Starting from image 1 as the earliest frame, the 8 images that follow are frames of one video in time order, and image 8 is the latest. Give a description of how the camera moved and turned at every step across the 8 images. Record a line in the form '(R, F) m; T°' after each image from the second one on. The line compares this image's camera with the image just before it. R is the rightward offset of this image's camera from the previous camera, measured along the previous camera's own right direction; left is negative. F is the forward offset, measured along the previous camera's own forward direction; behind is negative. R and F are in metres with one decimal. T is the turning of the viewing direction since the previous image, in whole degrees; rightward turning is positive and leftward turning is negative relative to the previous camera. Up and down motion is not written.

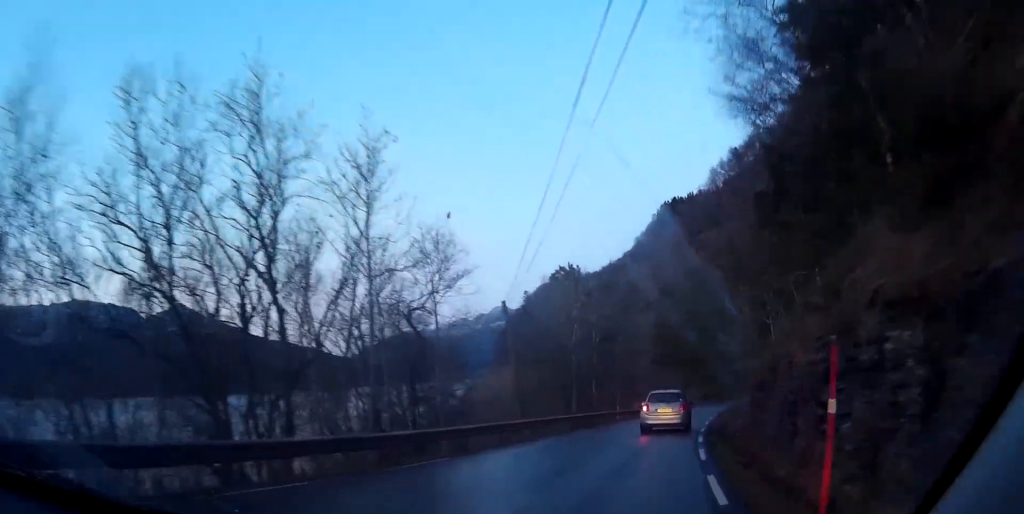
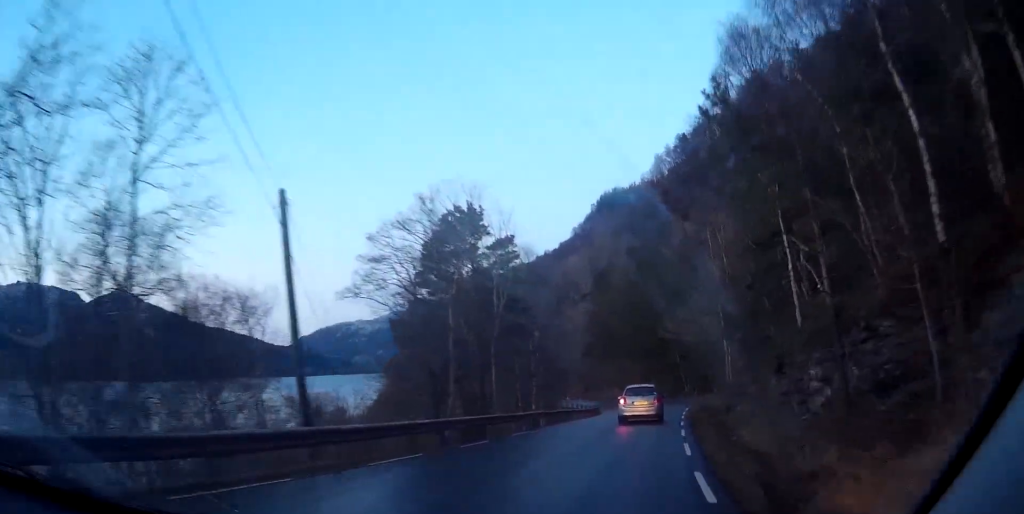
(+0.6, +18.1) m; +4°
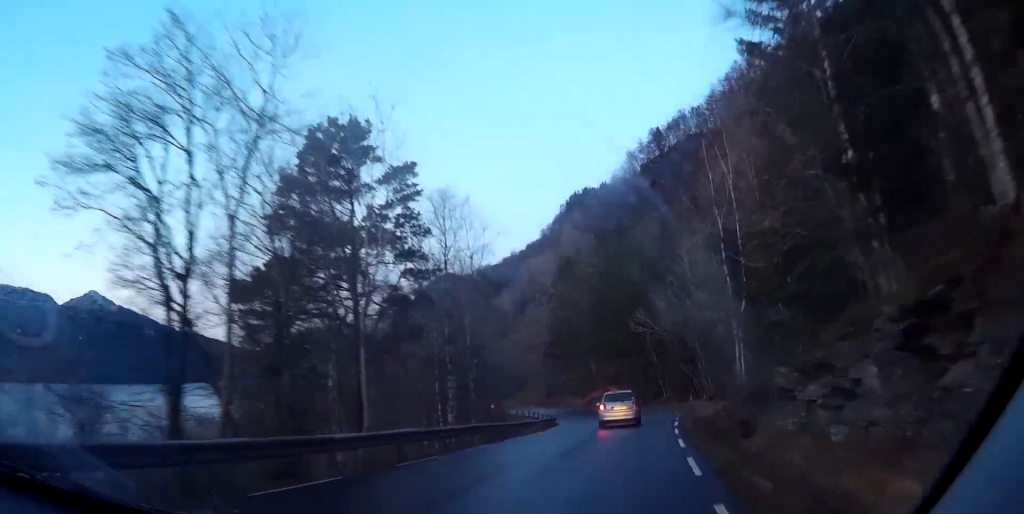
(+0.4, +15.4) m; +2°
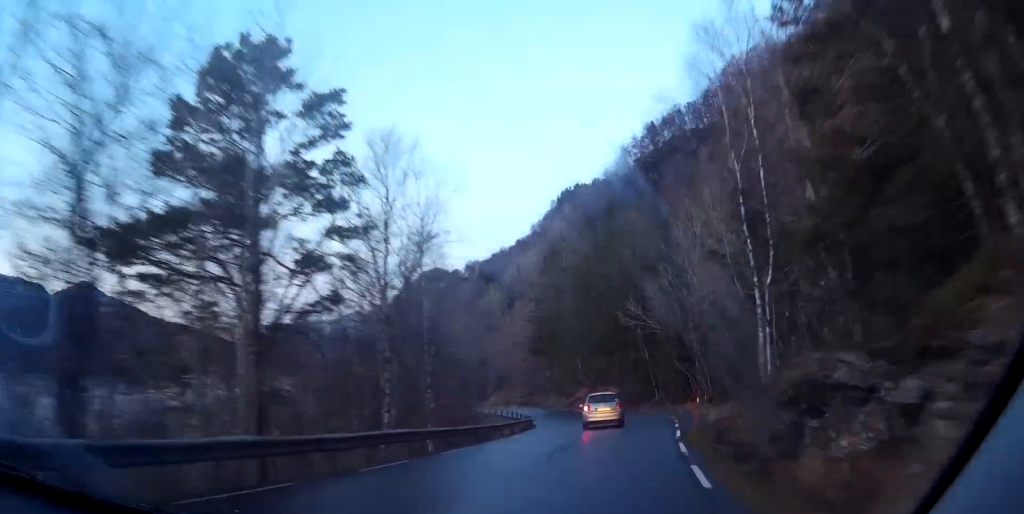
(0.0, +7.4) m; 0°
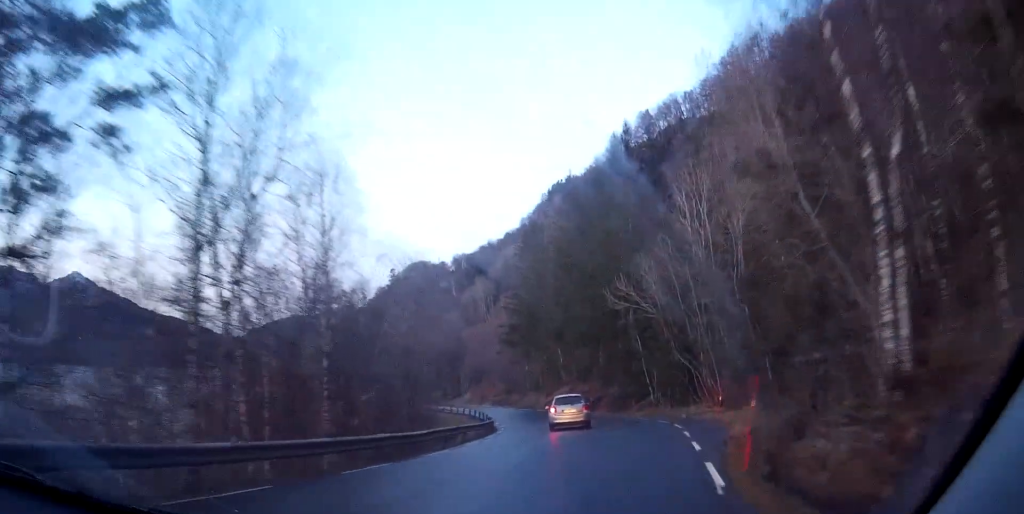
(+0.1, +11.7) m; 0°
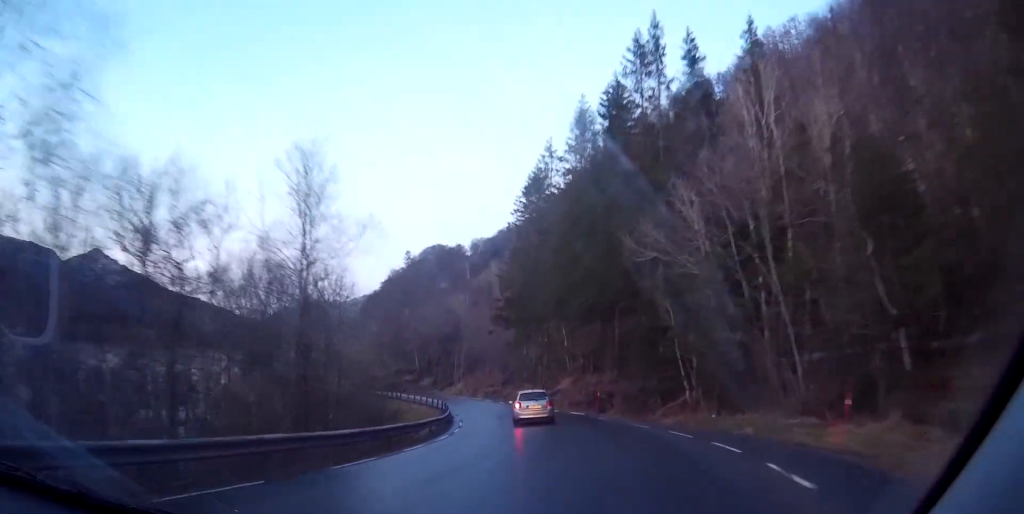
(-0.1, +17.3) m; -2°
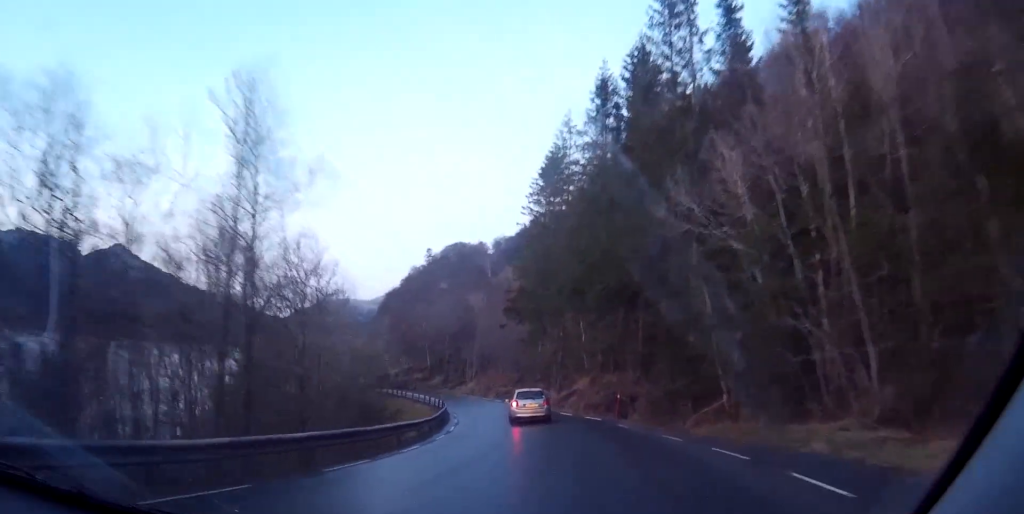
(0.0, +6.3) m; -1°
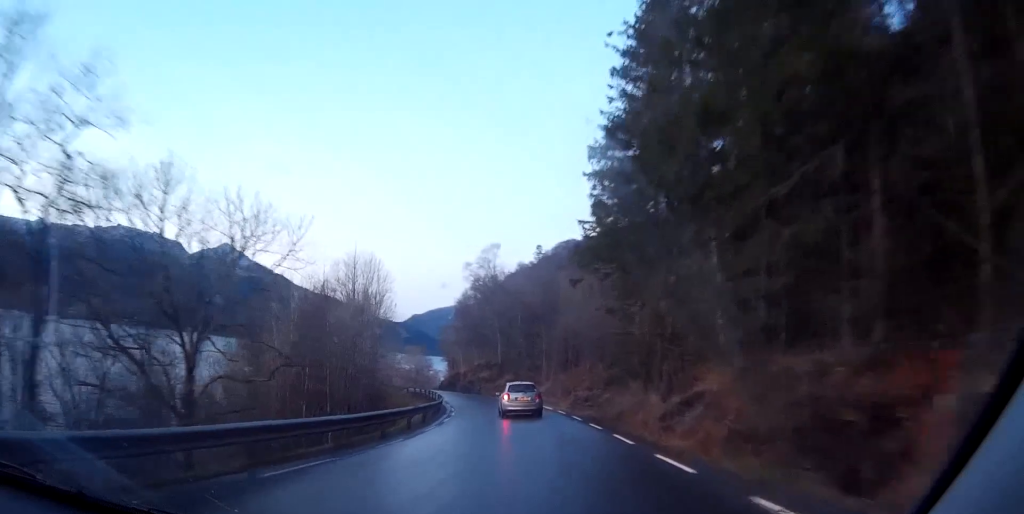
(-1.7, +26.4) m; -8°
